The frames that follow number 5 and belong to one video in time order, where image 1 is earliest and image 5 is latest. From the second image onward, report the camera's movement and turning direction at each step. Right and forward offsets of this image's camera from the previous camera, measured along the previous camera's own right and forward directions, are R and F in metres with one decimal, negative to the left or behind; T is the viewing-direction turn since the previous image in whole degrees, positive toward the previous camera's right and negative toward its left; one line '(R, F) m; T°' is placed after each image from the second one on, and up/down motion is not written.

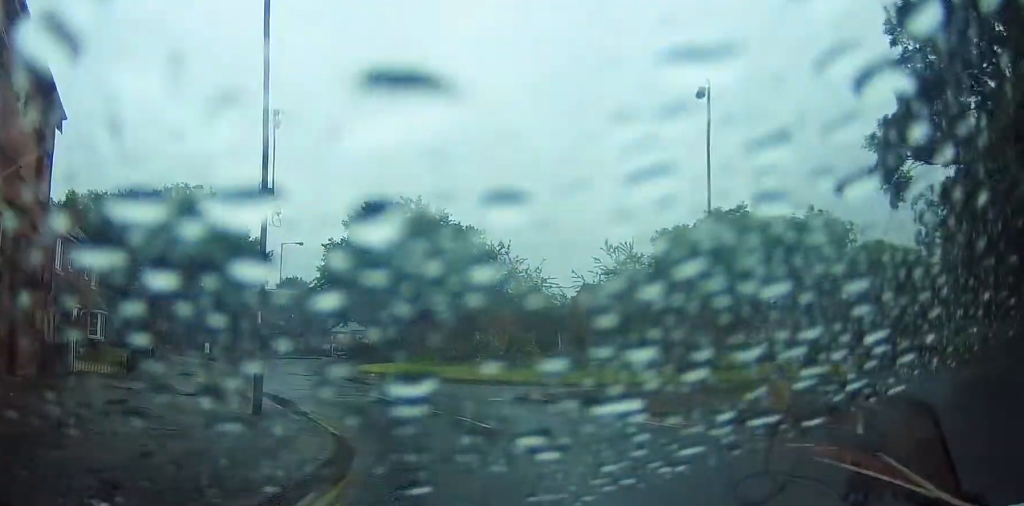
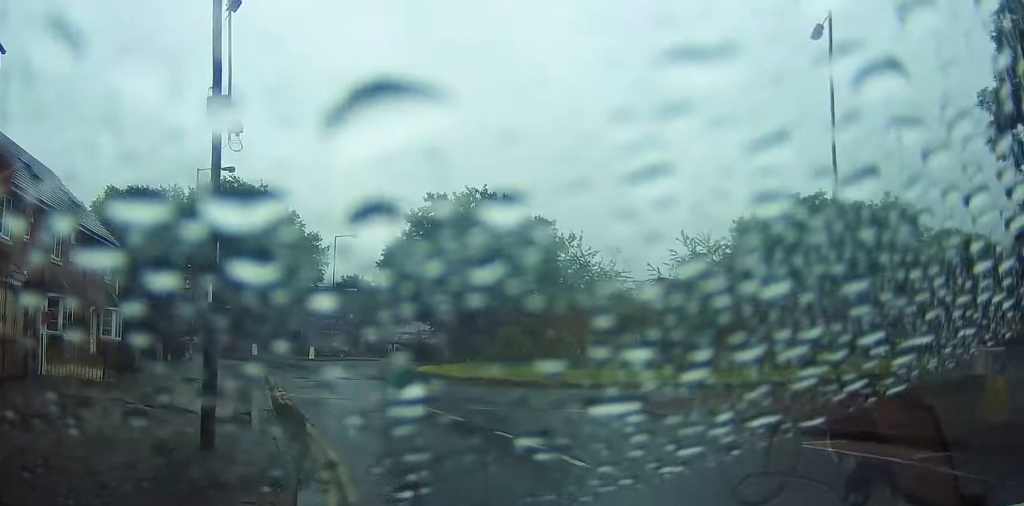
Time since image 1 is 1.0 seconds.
(-0.8, +5.2) m; -9°
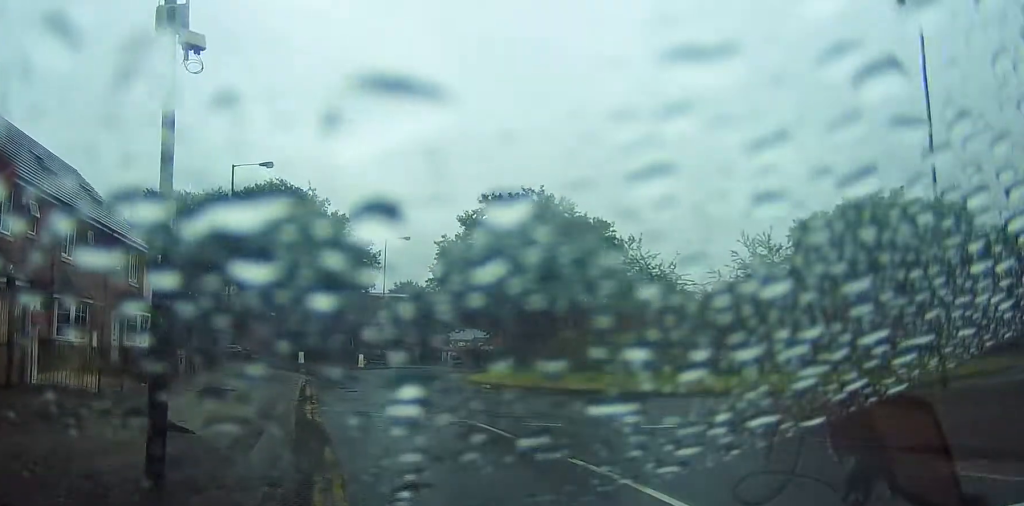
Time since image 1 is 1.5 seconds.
(0.0, +3.1) m; -1°
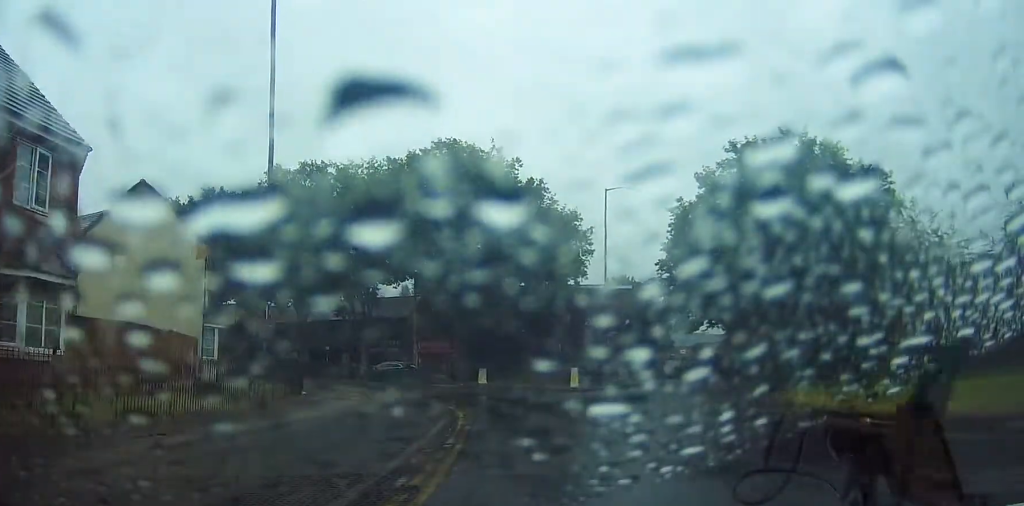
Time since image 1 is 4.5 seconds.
(-5.4, +14.4) m; -35°
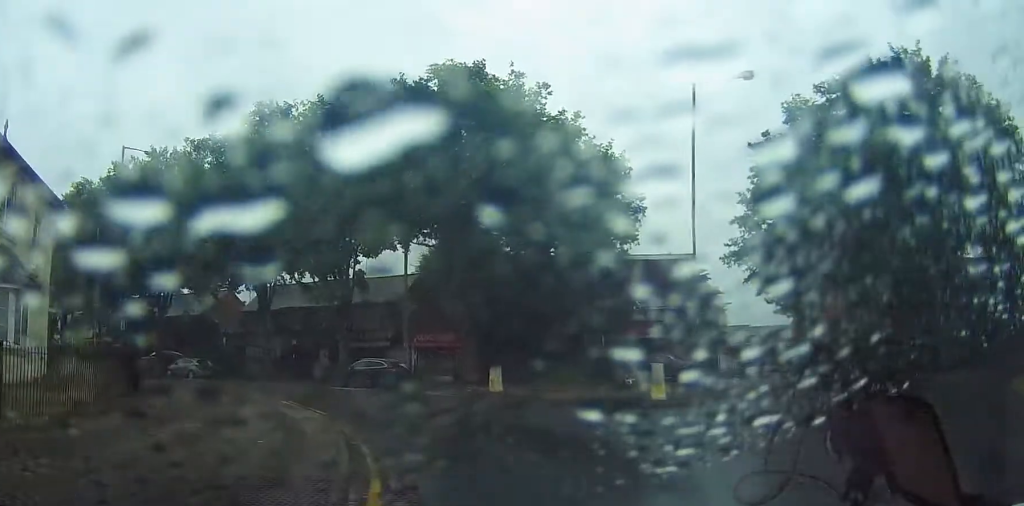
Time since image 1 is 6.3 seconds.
(0.0, +10.6) m; 0°
